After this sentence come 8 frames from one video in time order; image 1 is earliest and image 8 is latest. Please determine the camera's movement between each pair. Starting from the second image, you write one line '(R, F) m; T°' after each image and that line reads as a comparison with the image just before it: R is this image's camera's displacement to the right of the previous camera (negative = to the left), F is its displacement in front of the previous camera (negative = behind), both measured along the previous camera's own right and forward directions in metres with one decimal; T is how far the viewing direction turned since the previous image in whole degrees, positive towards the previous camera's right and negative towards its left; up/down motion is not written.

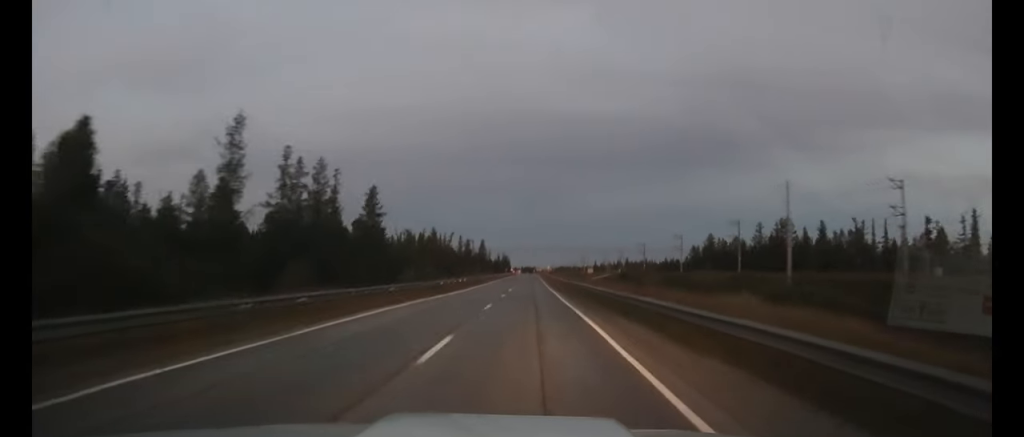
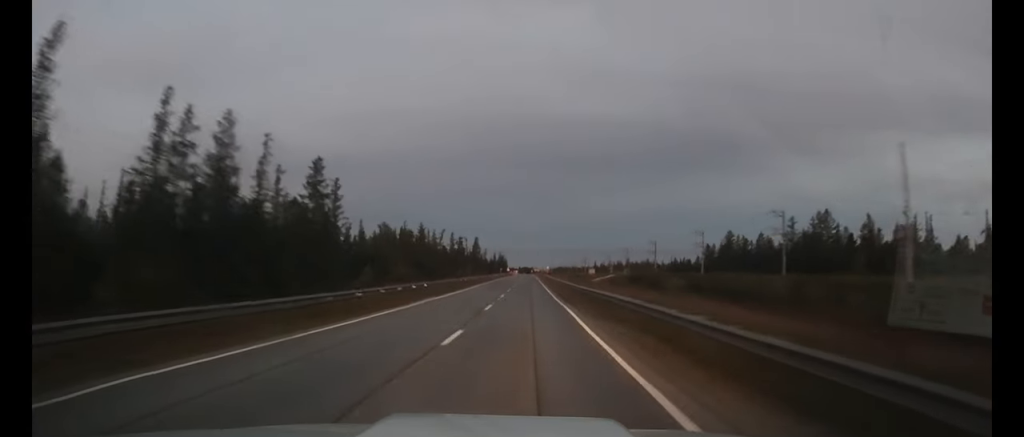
(0.0, +21.5) m; 0°
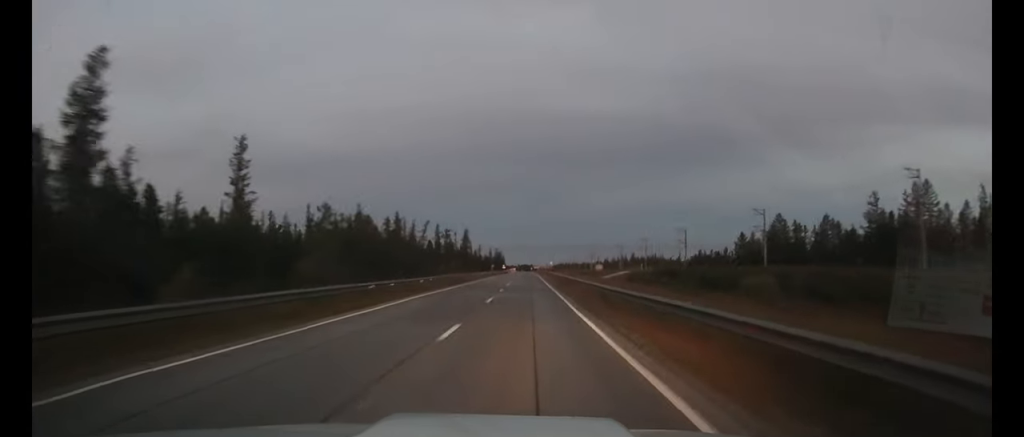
(0.0, +36.7) m; 0°
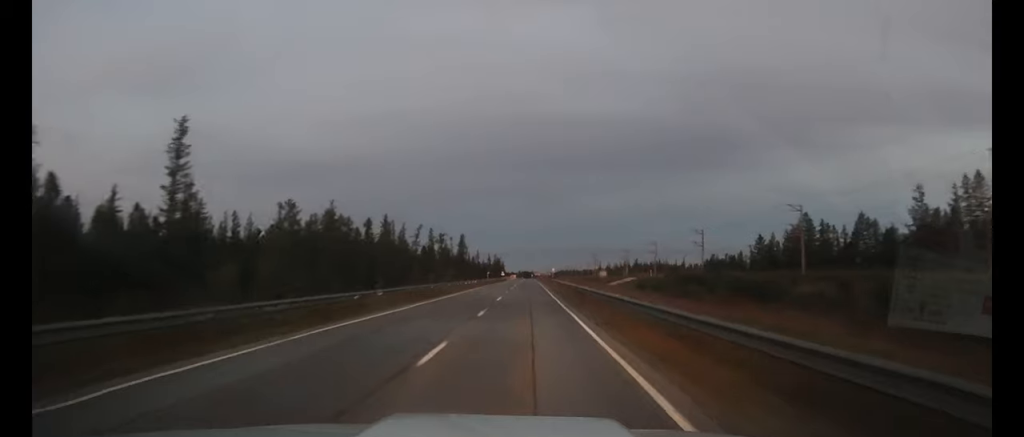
(0.0, +14.4) m; 0°
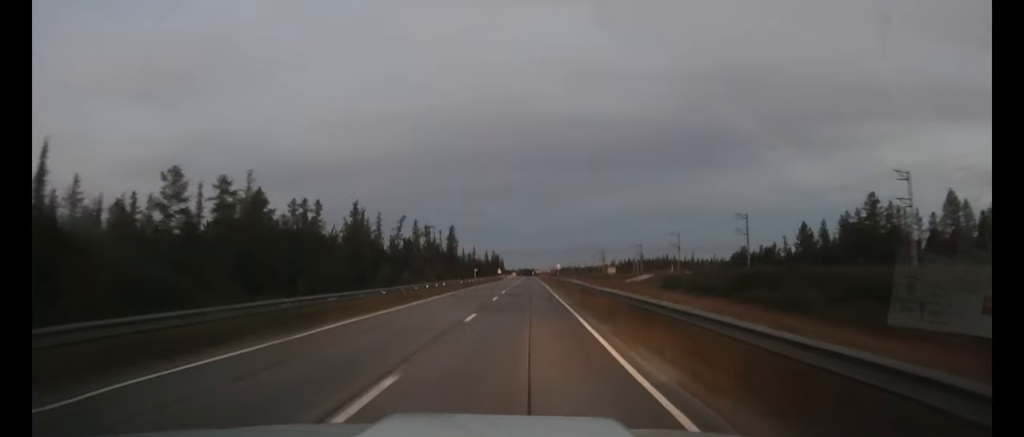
(0.0, +27.9) m; 0°
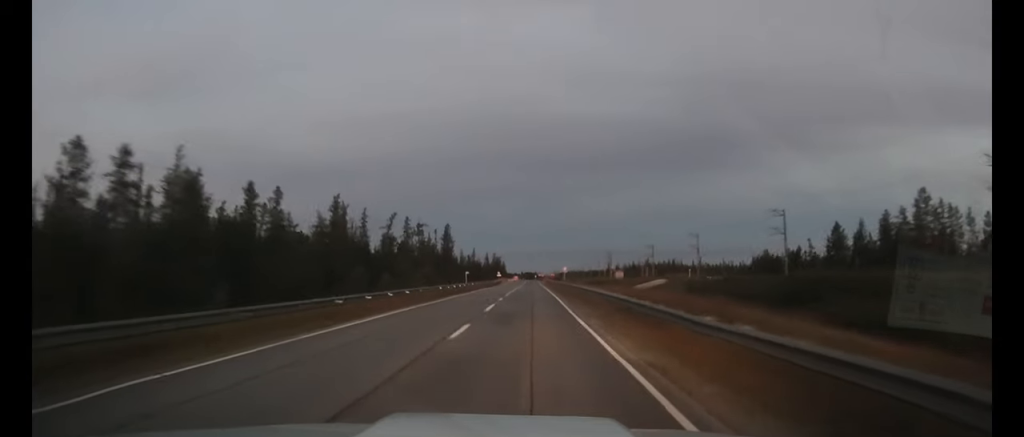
(0.0, +15.3) m; 0°
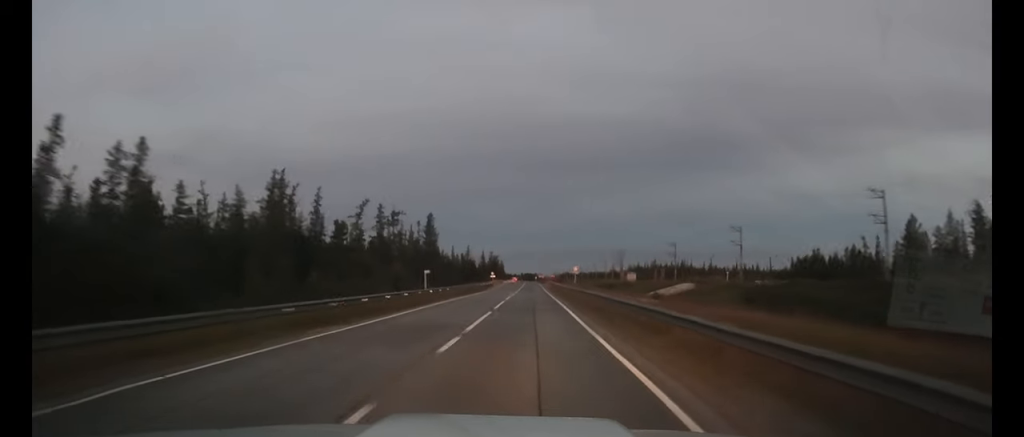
(-0.1, +28.8) m; 0°
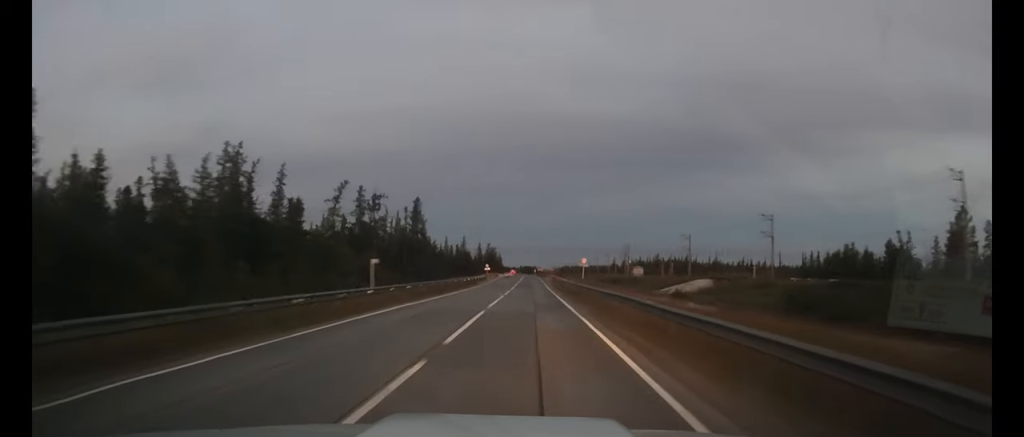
(0.0, +15.3) m; 0°
